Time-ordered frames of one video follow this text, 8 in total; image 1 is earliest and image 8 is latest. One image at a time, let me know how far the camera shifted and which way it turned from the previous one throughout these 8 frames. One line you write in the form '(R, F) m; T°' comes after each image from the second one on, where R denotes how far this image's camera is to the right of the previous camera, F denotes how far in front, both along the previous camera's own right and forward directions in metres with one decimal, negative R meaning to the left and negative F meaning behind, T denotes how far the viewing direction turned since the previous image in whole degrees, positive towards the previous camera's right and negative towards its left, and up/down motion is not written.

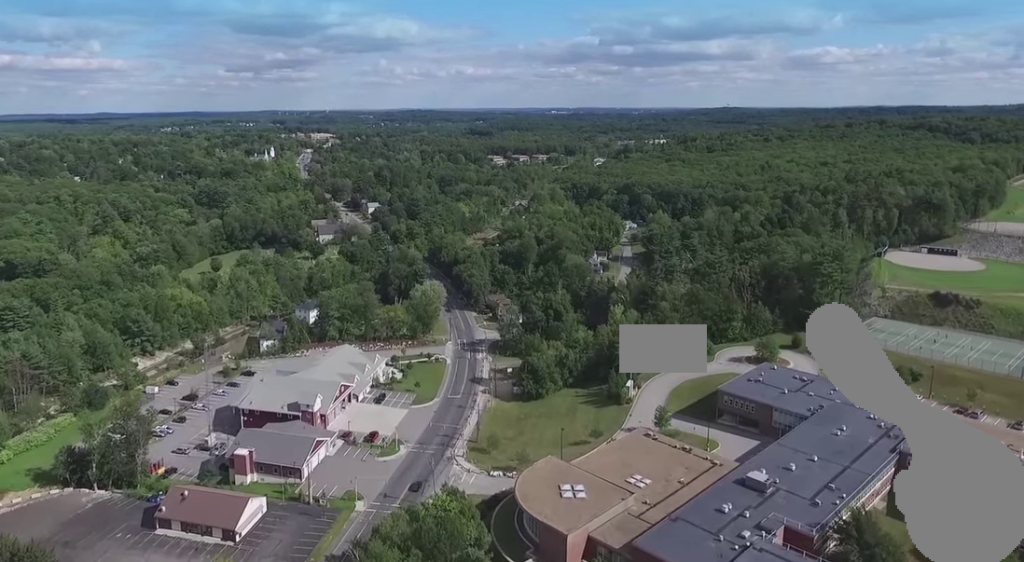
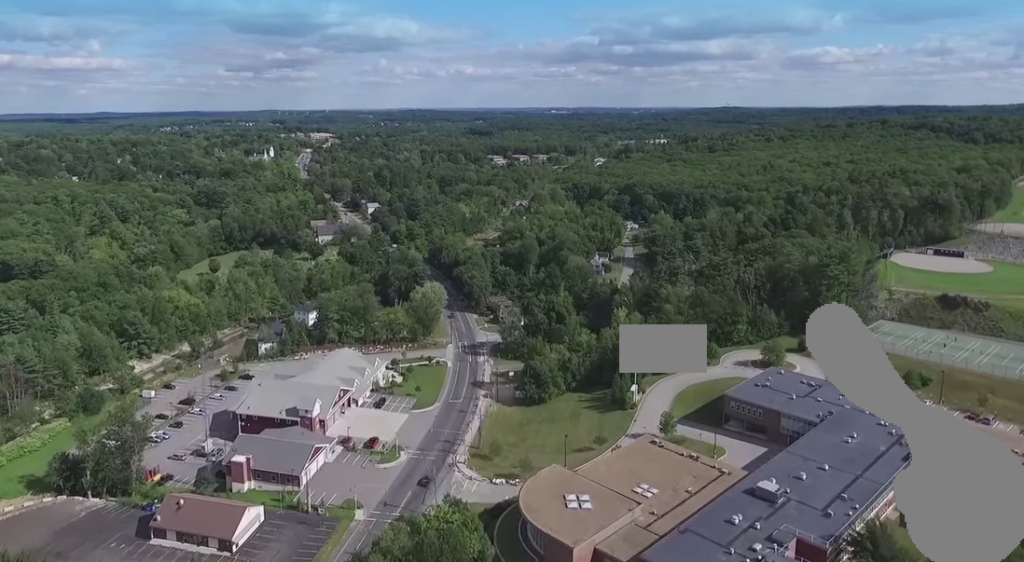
(0.0, +3.7) m; 0°
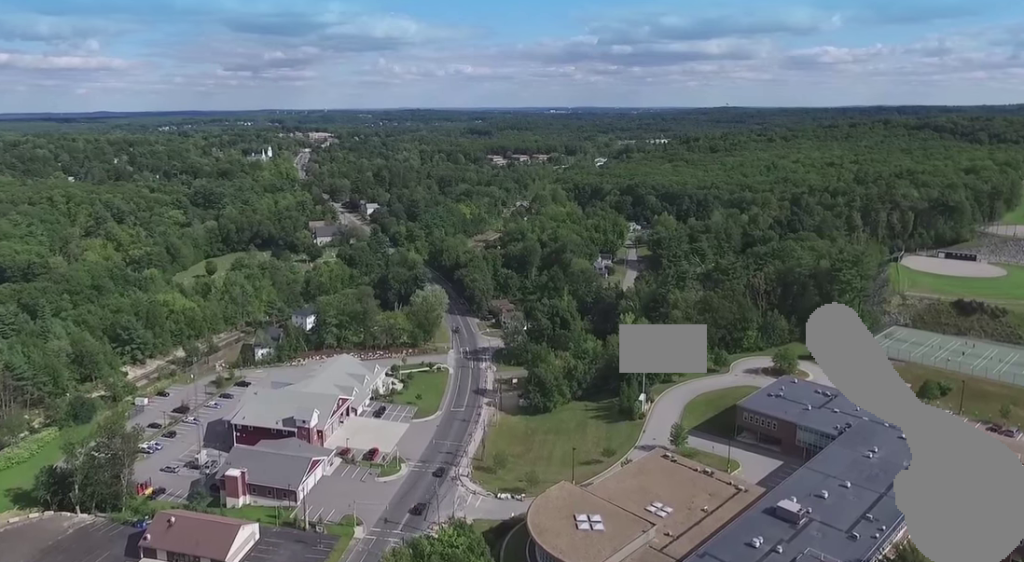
(0.0, +6.7) m; 0°
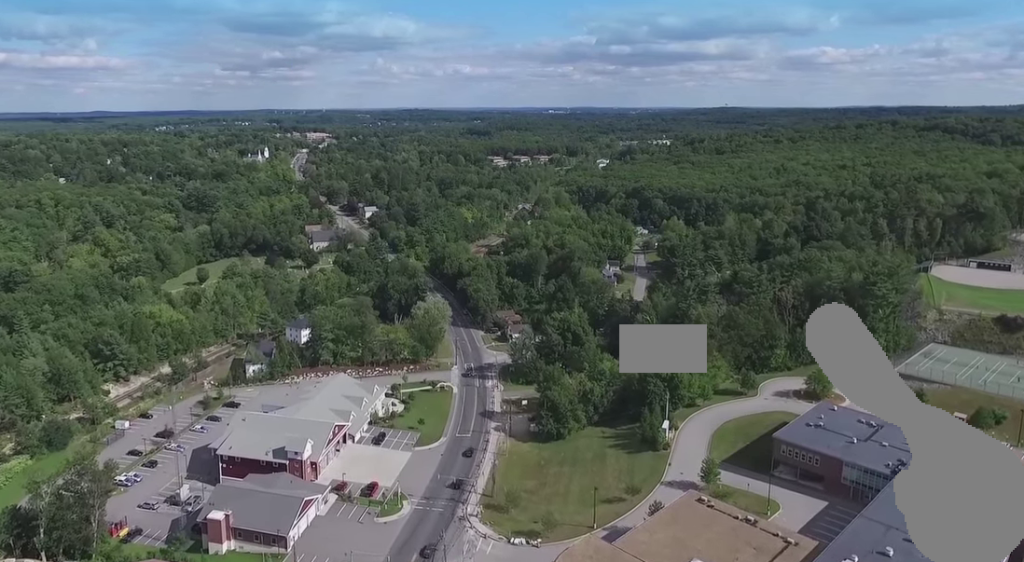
(0.0, +17.5) m; 0°
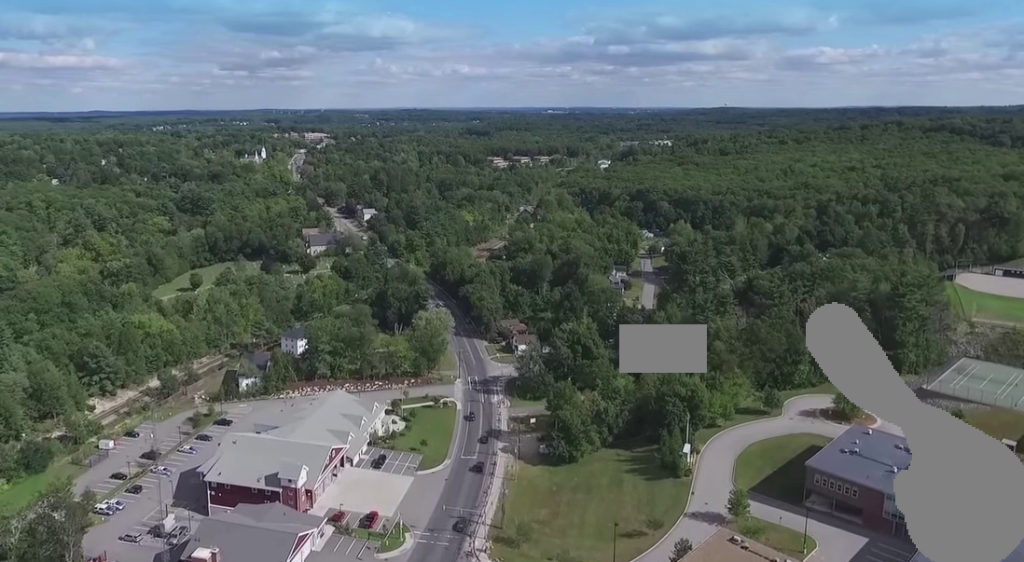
(0.0, +12.9) m; 0°
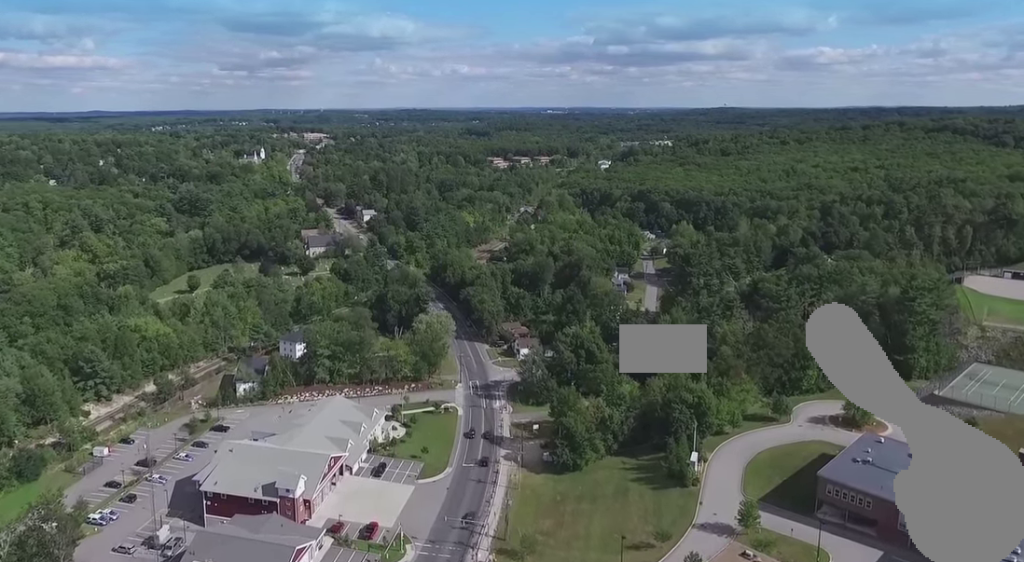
(0.0, +4.1) m; 0°
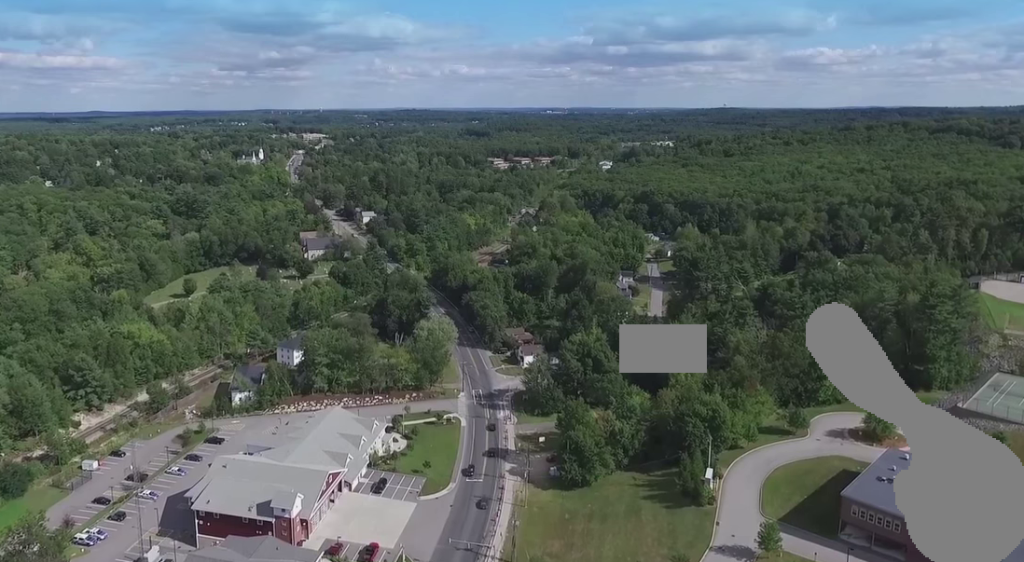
(0.0, +7.7) m; 0°
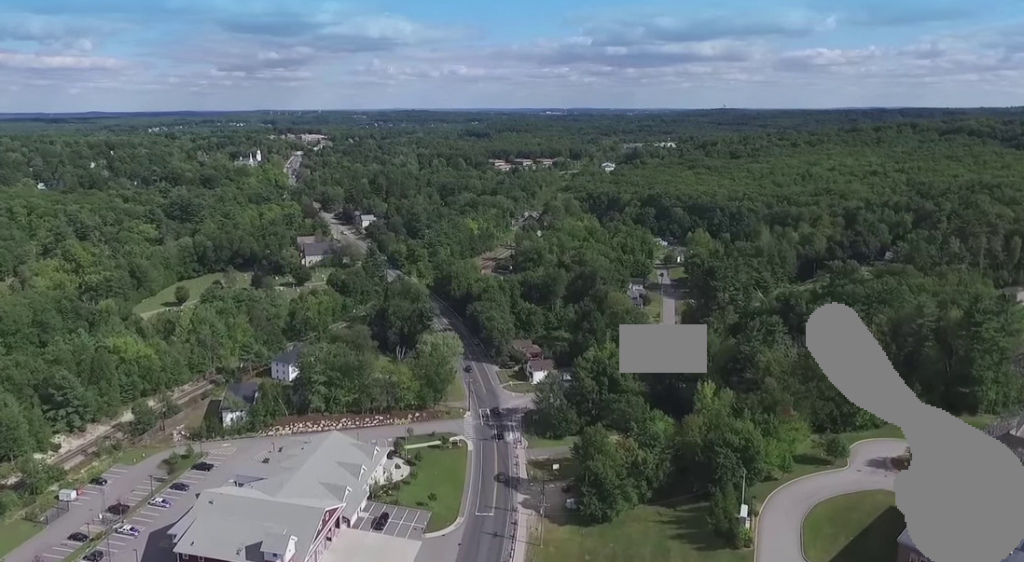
(-0.1, +14.7) m; -1°
